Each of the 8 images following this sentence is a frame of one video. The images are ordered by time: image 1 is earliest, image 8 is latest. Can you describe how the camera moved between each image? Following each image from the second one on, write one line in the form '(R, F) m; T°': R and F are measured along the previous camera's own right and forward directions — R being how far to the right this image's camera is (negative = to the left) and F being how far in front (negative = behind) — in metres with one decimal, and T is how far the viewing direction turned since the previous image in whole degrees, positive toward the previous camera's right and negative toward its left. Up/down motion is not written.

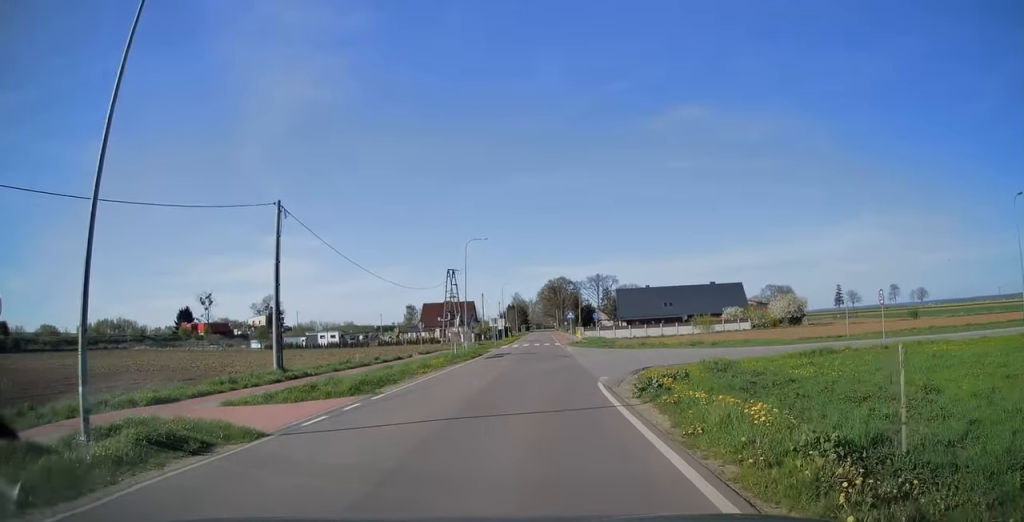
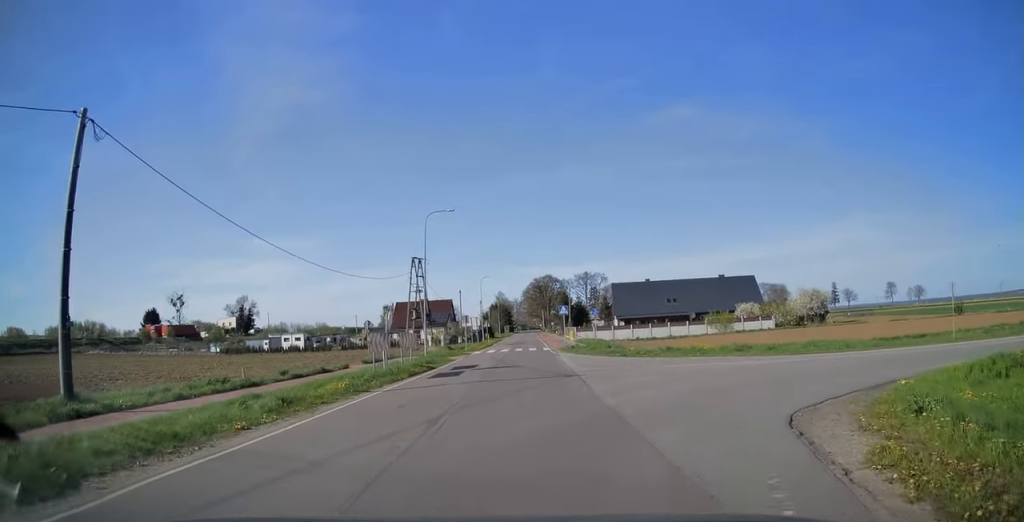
(+0.2, +13.8) m; +6°
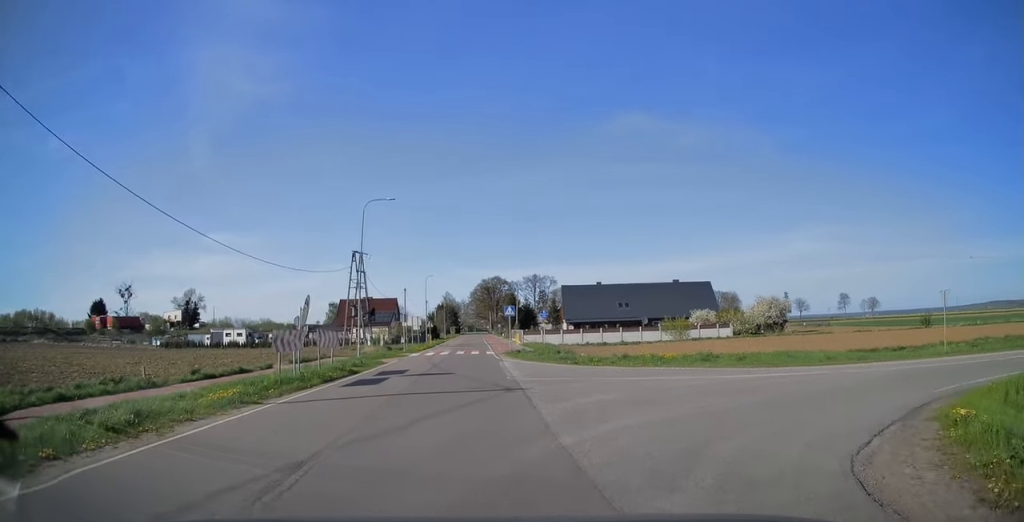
(-0.1, +3.6) m; +4°
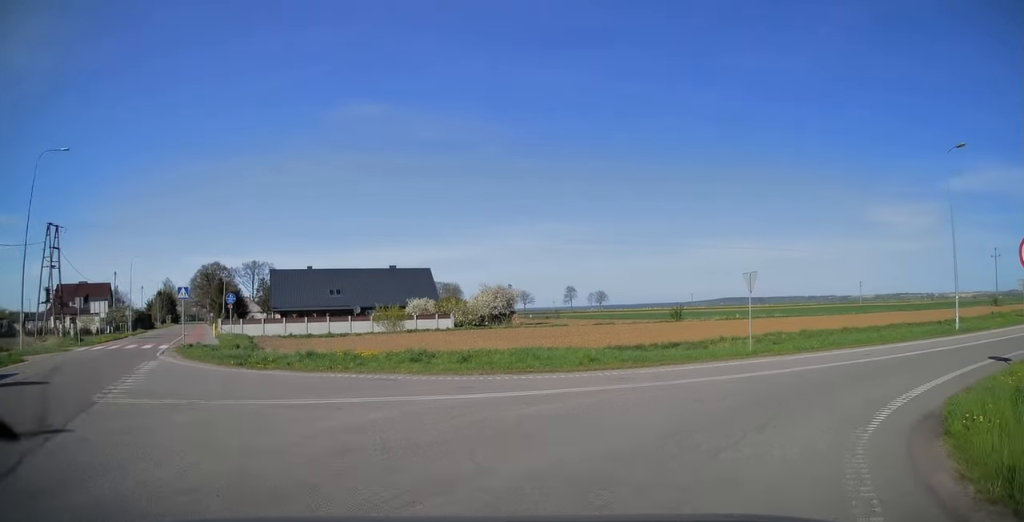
(+0.9, +7.3) m; +25°
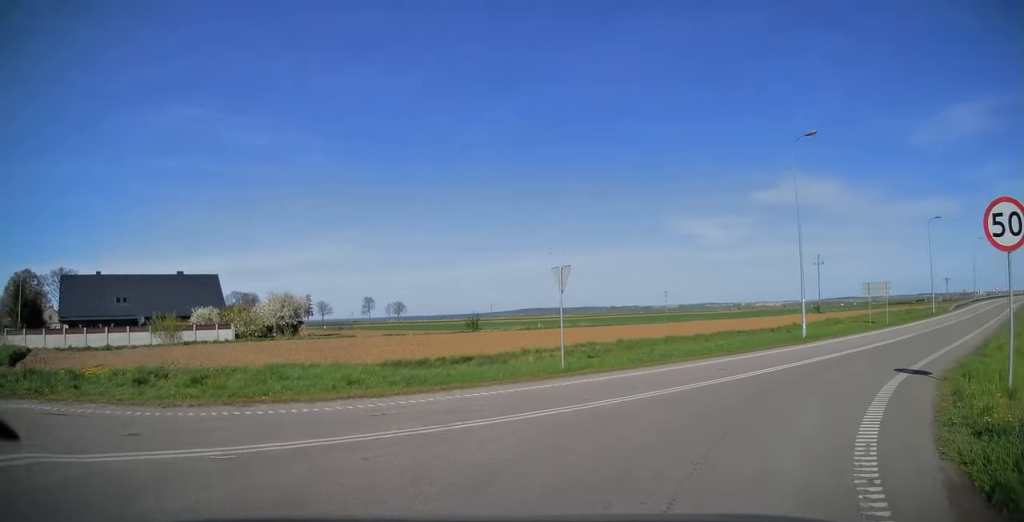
(+1.3, +4.6) m; +22°
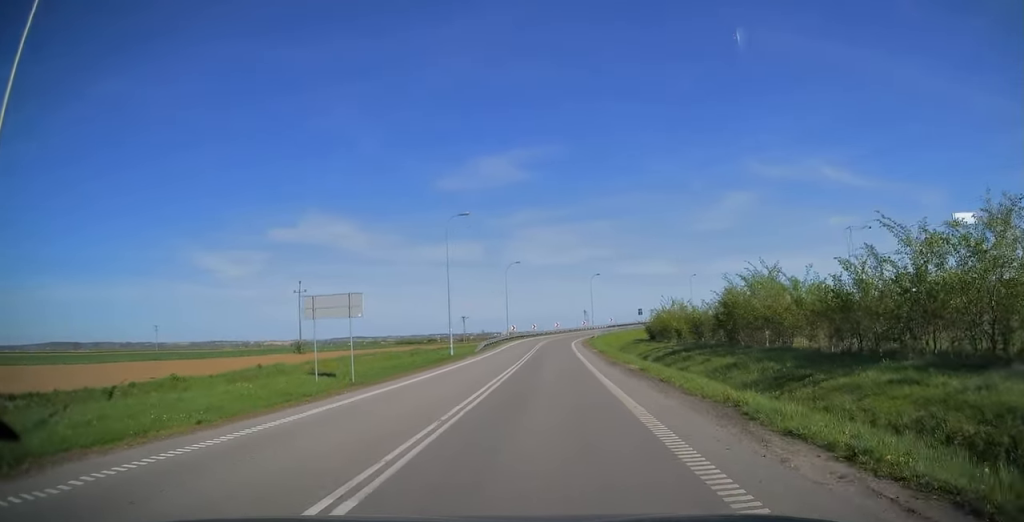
(+12.3, +21.3) m; +38°
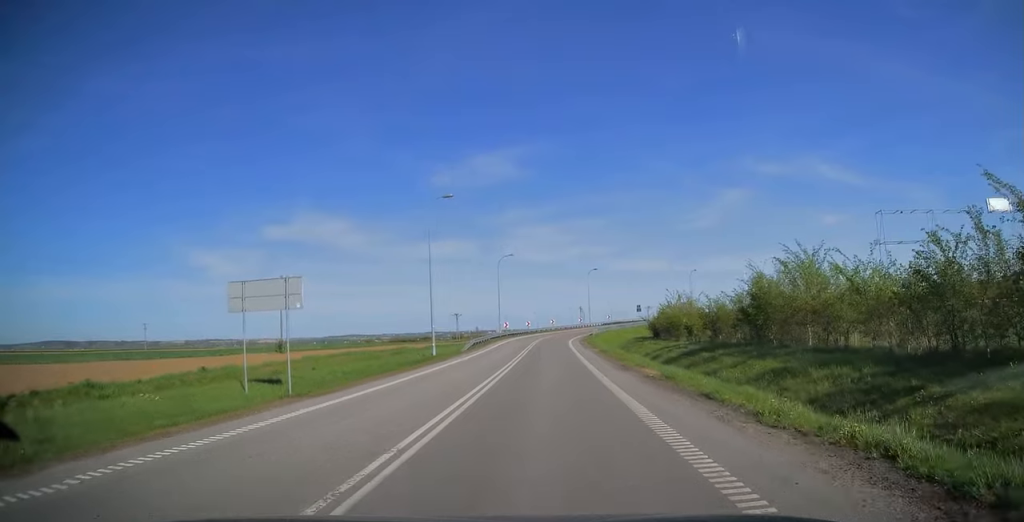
(+0.2, +5.0) m; +1°
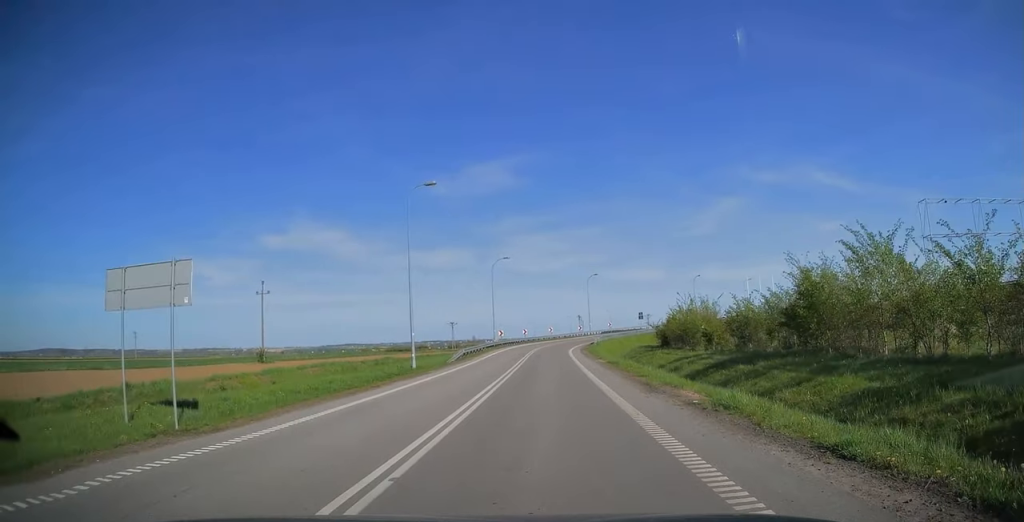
(0.0, +5.5) m; 0°
